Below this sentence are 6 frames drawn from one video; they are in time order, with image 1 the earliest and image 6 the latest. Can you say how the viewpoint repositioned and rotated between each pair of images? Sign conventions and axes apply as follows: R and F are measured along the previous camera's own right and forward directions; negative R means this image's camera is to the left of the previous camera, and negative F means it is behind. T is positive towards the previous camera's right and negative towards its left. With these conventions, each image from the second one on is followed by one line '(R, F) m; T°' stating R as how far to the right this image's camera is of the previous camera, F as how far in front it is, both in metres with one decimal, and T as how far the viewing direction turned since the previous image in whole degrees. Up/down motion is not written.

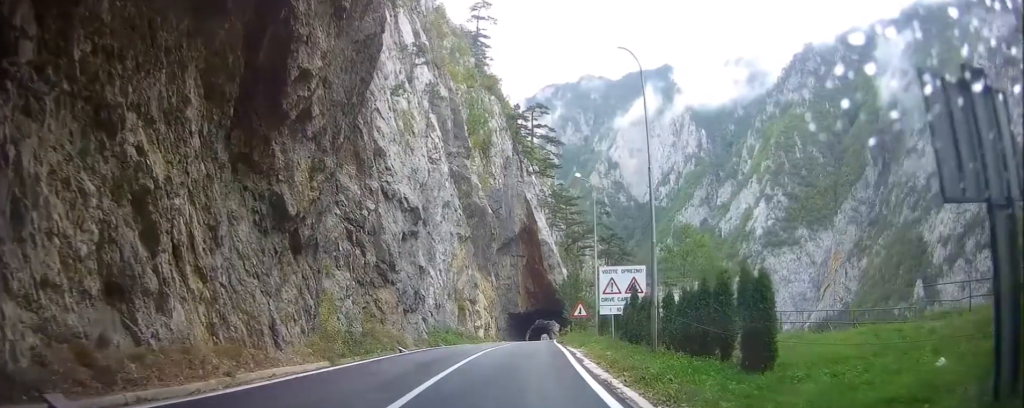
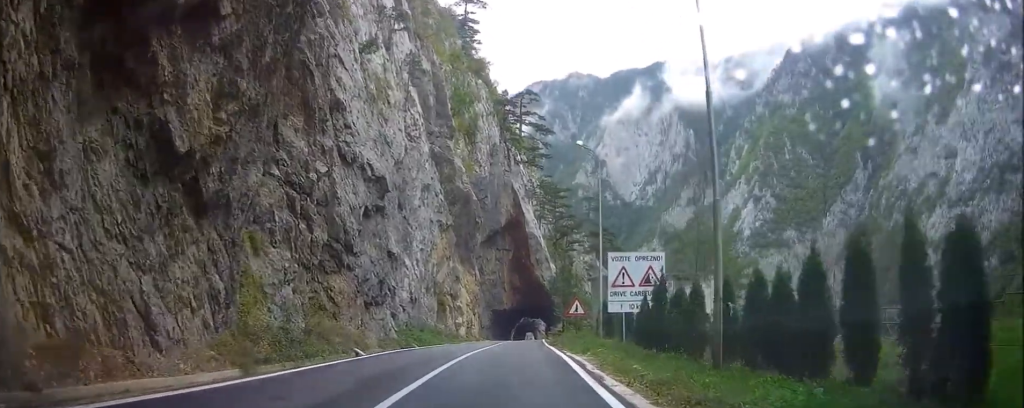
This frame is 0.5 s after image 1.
(0.0, +5.9) m; 0°
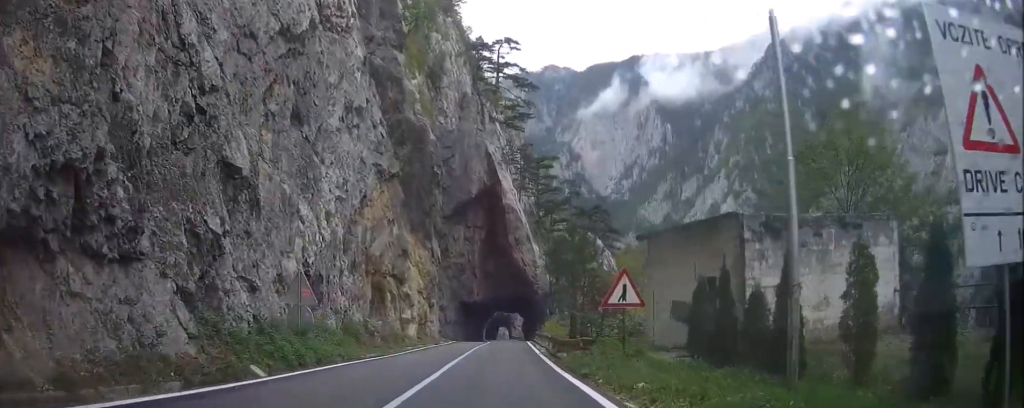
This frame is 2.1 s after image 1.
(+0.2, +20.0) m; +3°
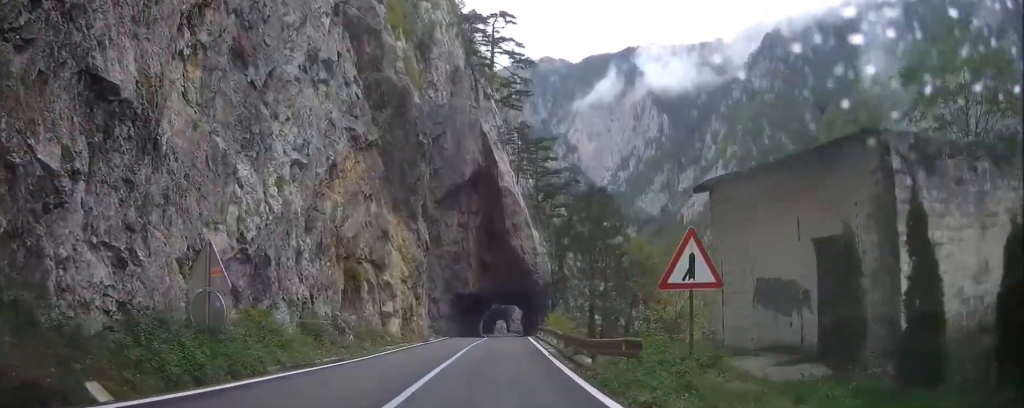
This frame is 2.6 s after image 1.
(+0.1, +6.3) m; +1°
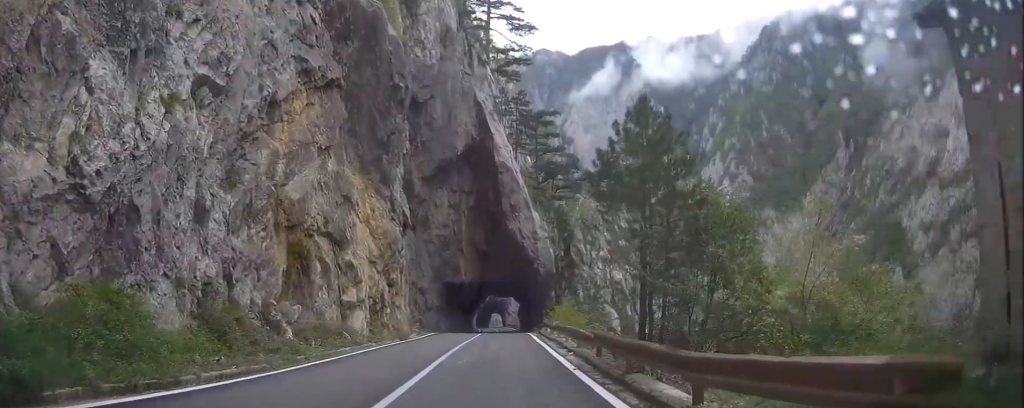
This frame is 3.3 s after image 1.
(+0.3, +8.4) m; +2°
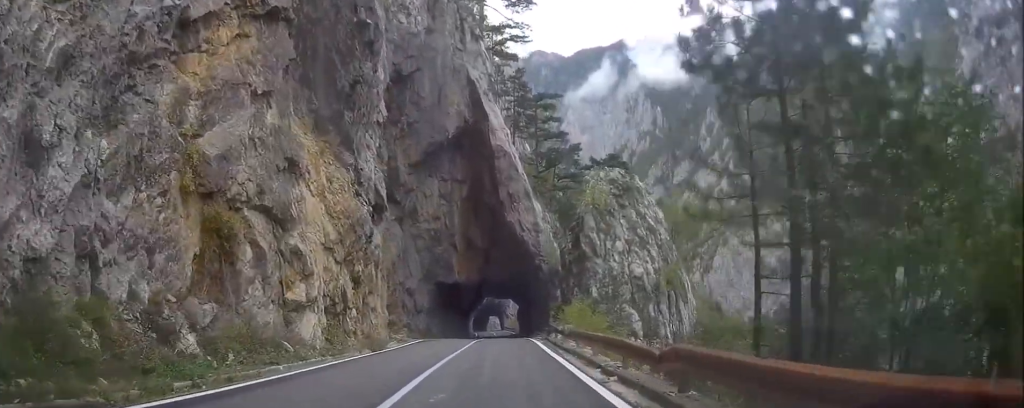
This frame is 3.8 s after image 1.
(0.0, +7.1) m; 0°
